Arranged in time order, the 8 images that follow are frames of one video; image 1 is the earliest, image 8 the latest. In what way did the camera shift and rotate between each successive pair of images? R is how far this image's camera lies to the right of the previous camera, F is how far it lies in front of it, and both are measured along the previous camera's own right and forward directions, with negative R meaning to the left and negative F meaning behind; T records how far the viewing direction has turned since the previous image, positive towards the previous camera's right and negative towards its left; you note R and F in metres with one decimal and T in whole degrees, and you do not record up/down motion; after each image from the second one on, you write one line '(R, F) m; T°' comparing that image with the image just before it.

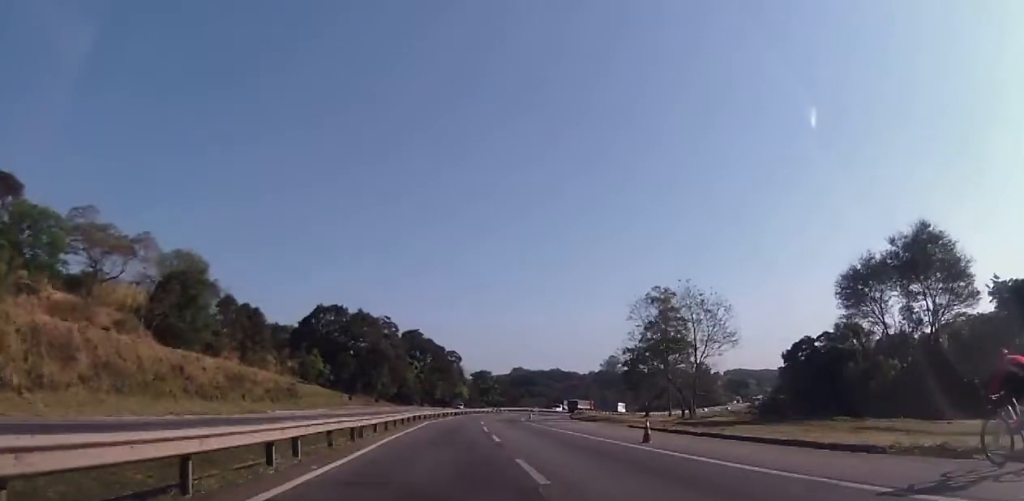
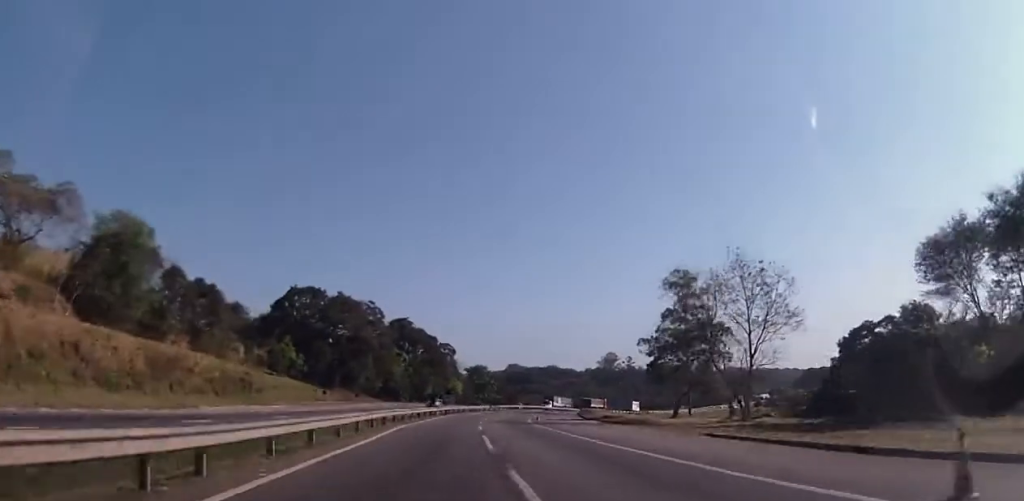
(0.0, +15.1) m; 0°
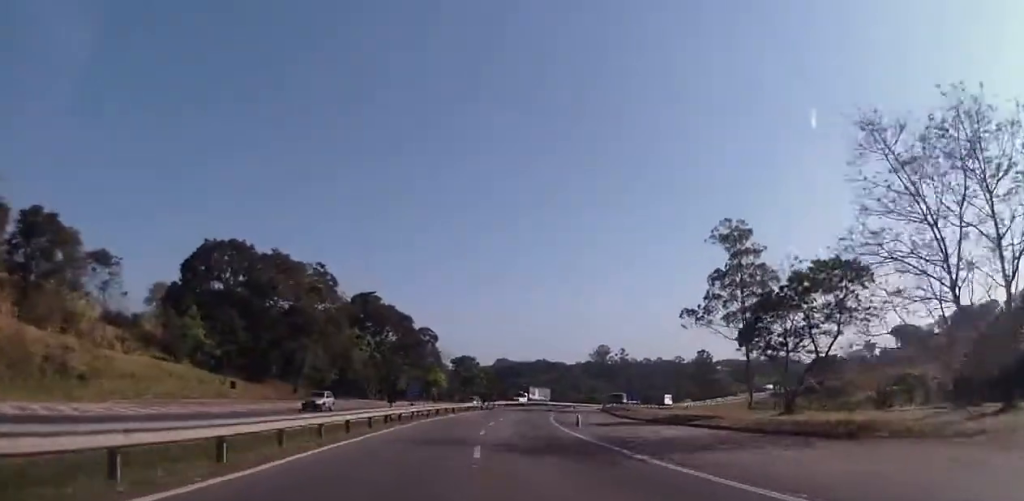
(-0.1, +30.5) m; +1°
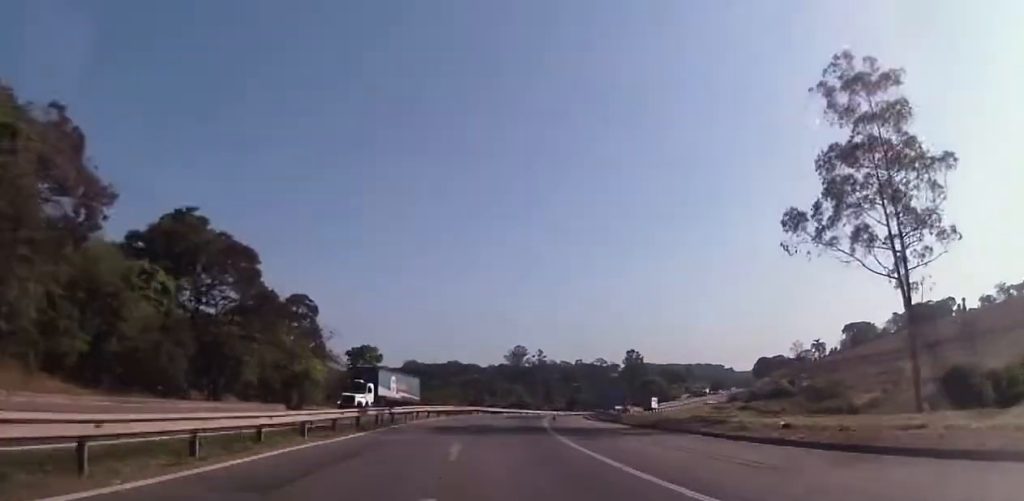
(+1.5, +46.6) m; +5°
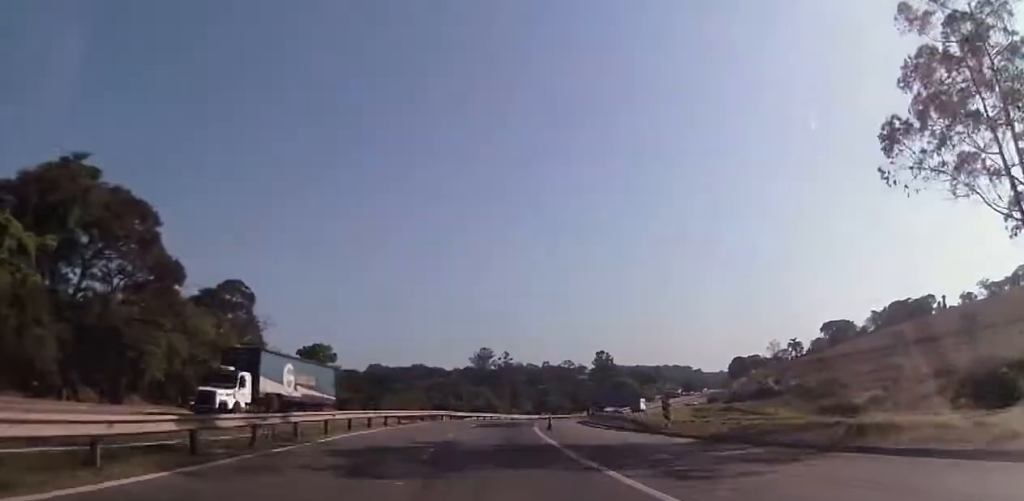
(0.0, +15.0) m; +2°
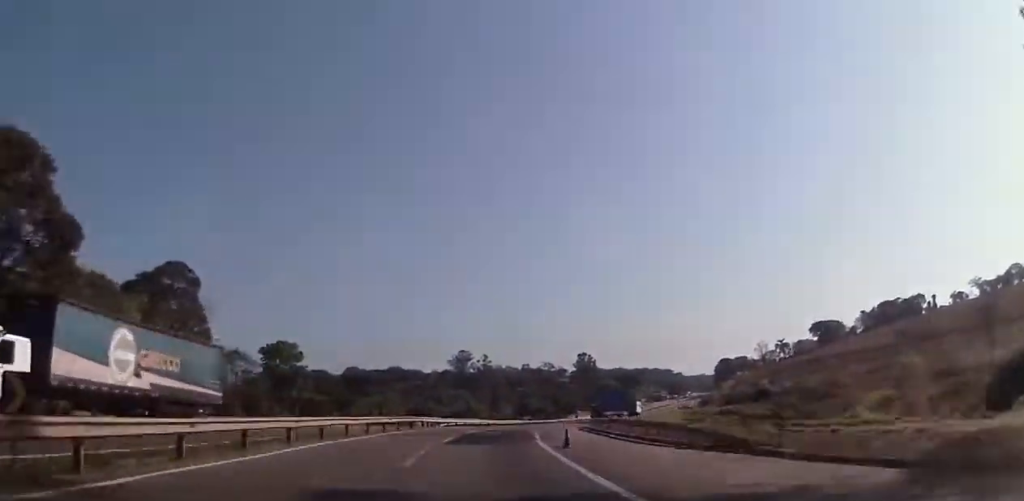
(+0.5, +11.9) m; +2°
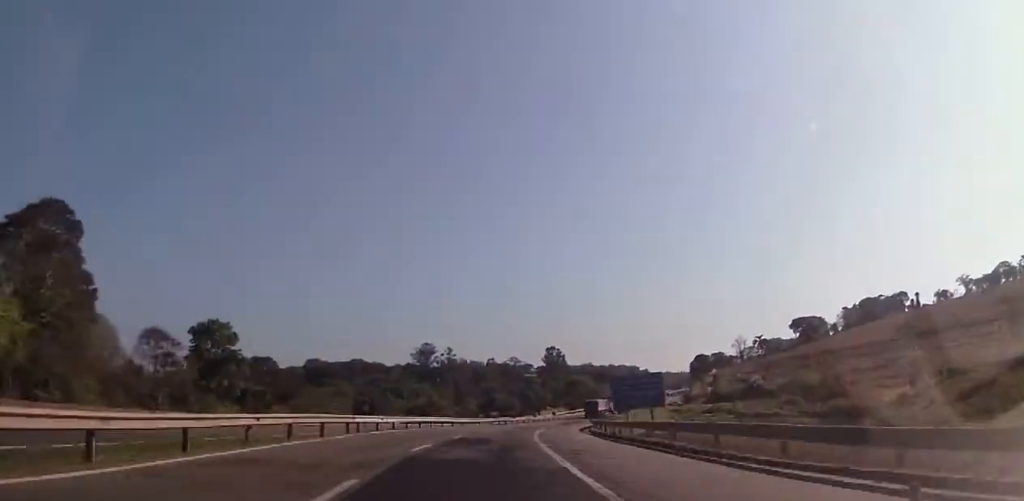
(+0.4, +18.8) m; +3°
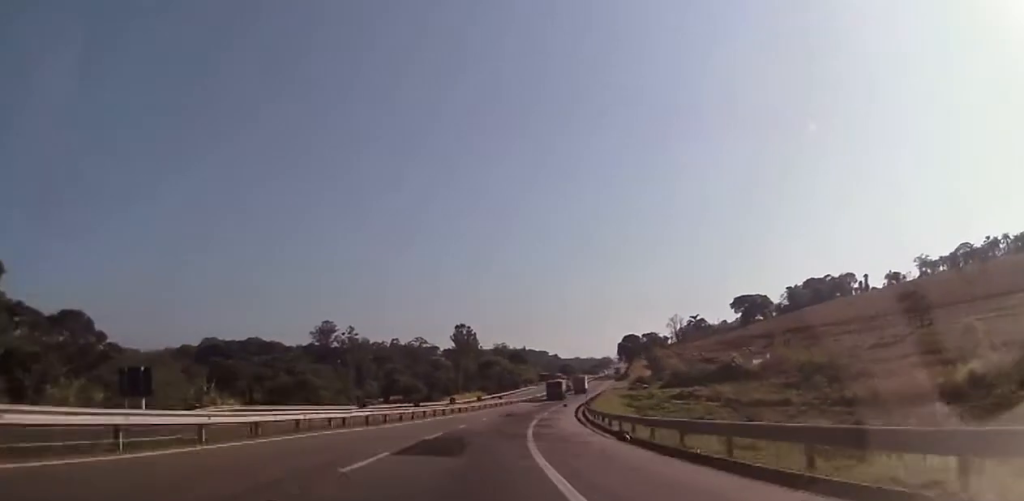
(+3.0, +43.4) m; +7°
